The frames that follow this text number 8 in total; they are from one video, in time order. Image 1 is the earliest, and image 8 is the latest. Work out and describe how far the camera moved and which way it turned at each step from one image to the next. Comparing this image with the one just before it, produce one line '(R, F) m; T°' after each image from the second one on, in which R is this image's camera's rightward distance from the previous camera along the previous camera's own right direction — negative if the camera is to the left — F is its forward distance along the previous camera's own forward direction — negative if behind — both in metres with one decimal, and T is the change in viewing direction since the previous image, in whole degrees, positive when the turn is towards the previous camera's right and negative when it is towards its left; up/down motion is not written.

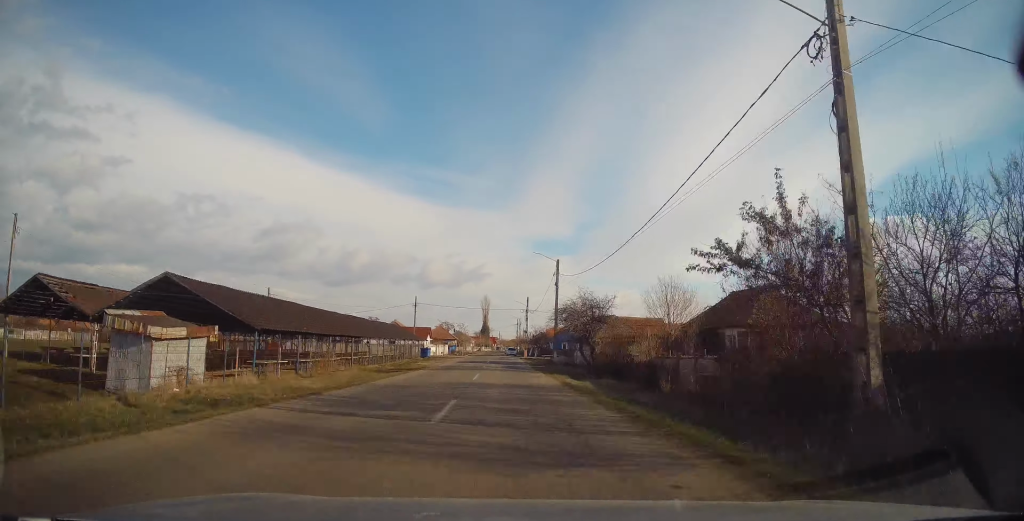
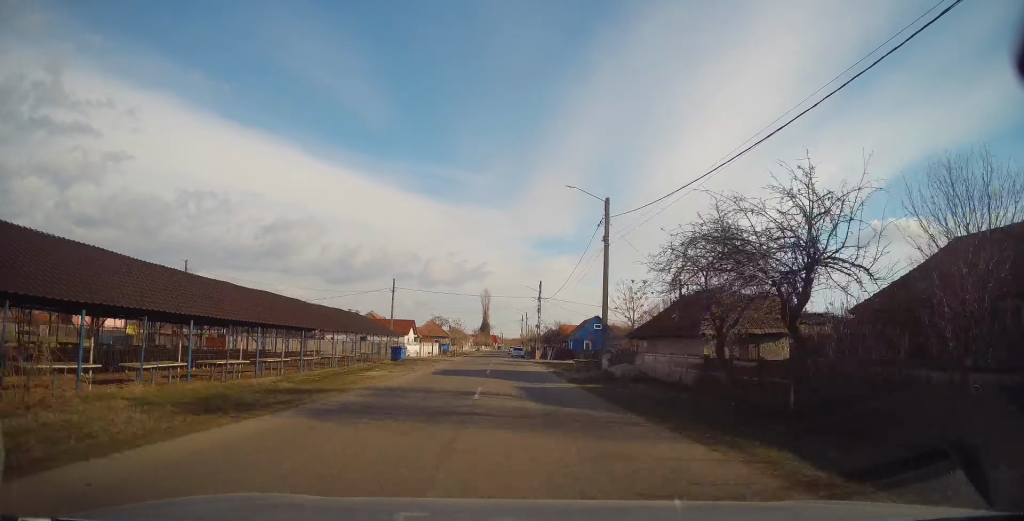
(-0.3, +19.9) m; 0°
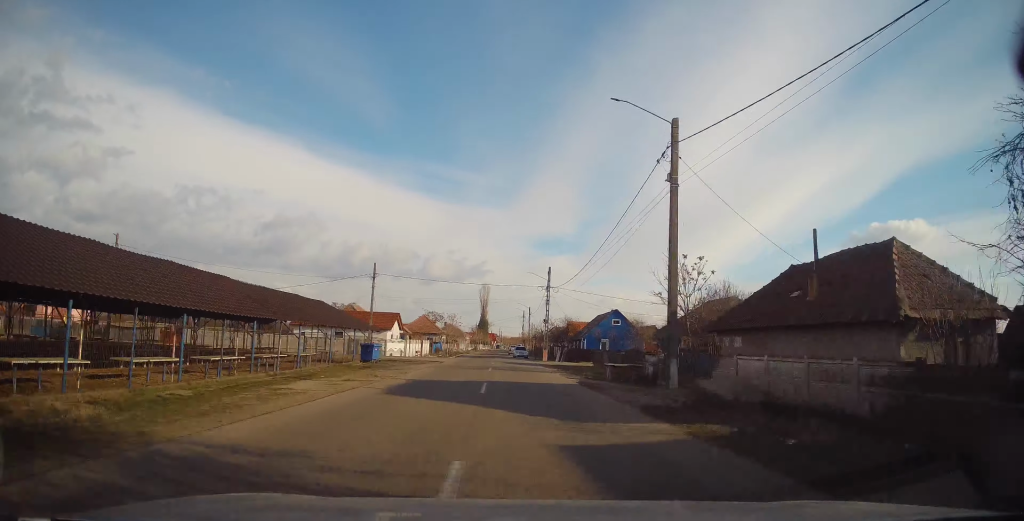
(-0.1, +10.8) m; +1°
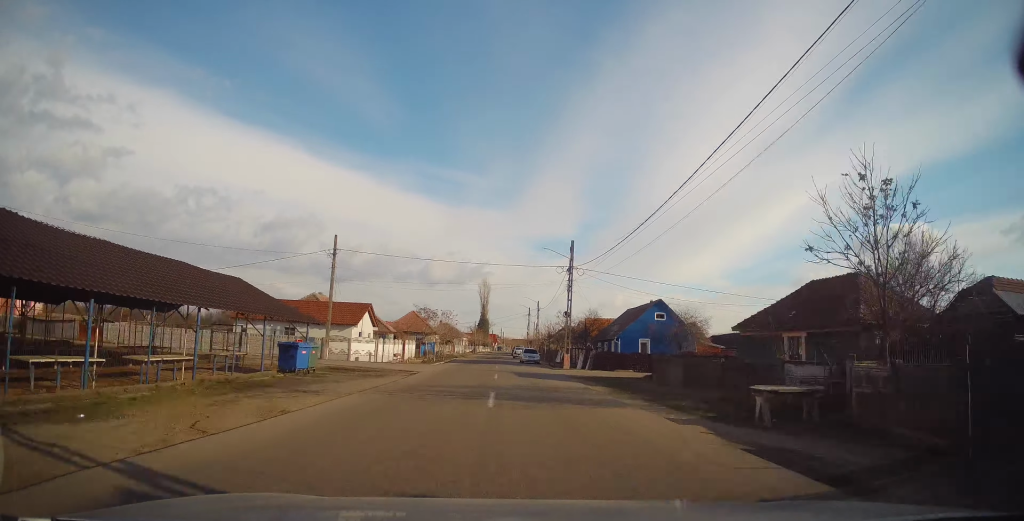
(+0.5, +14.5) m; 0°
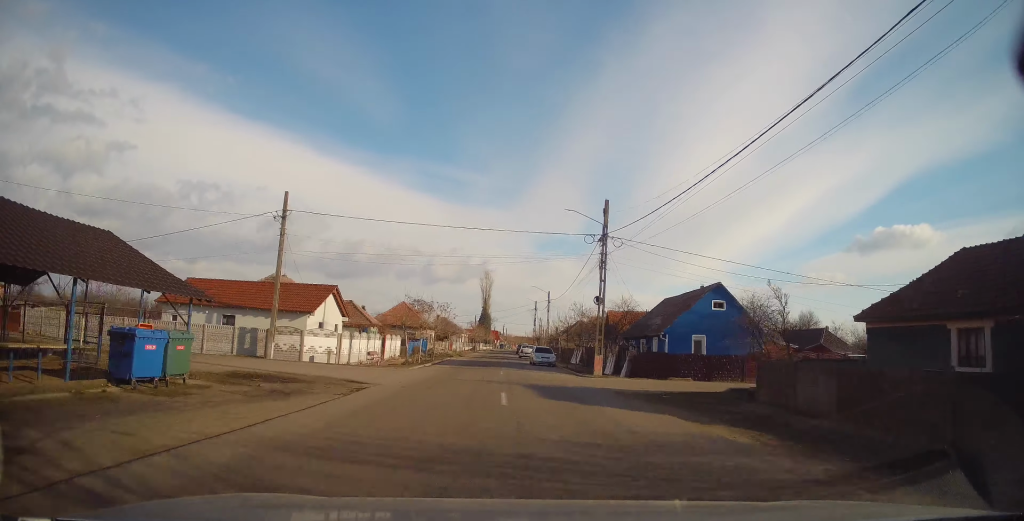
(-0.2, +10.5) m; -1°
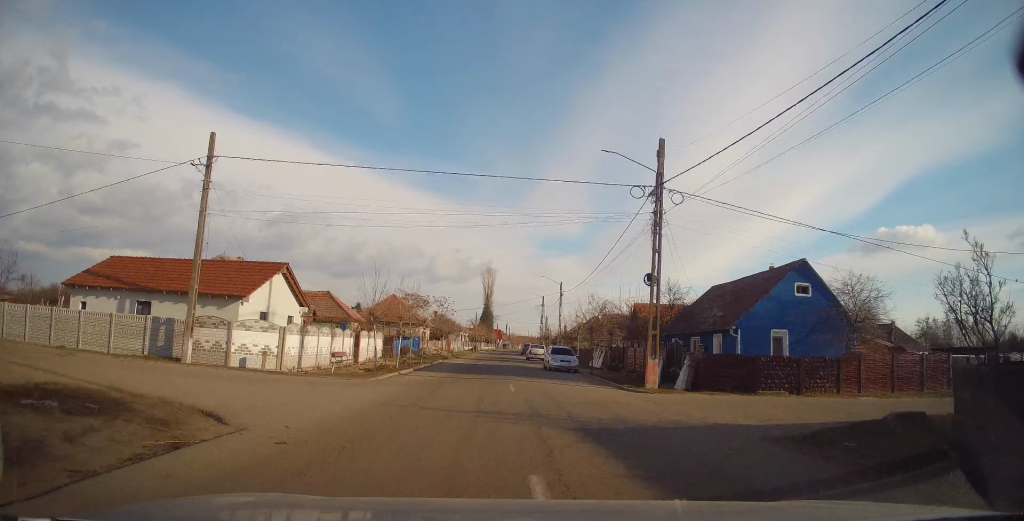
(-0.1, +9.4) m; -1°
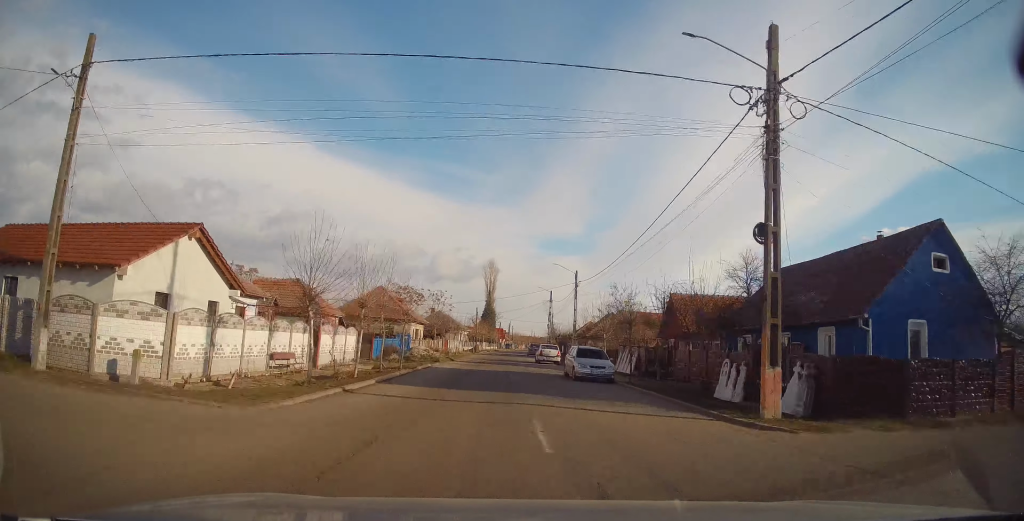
(0.0, +8.5) m; -1°
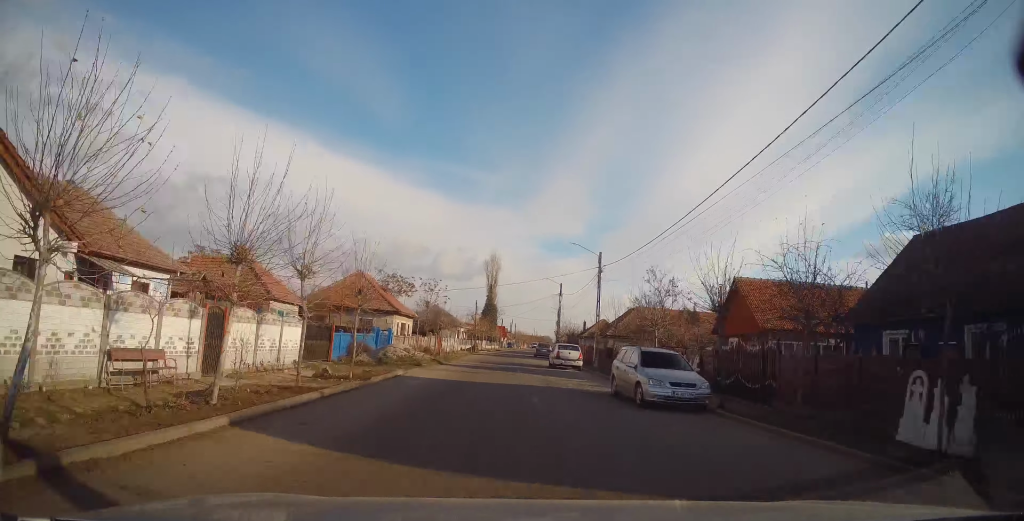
(0.0, +9.3) m; -1°
